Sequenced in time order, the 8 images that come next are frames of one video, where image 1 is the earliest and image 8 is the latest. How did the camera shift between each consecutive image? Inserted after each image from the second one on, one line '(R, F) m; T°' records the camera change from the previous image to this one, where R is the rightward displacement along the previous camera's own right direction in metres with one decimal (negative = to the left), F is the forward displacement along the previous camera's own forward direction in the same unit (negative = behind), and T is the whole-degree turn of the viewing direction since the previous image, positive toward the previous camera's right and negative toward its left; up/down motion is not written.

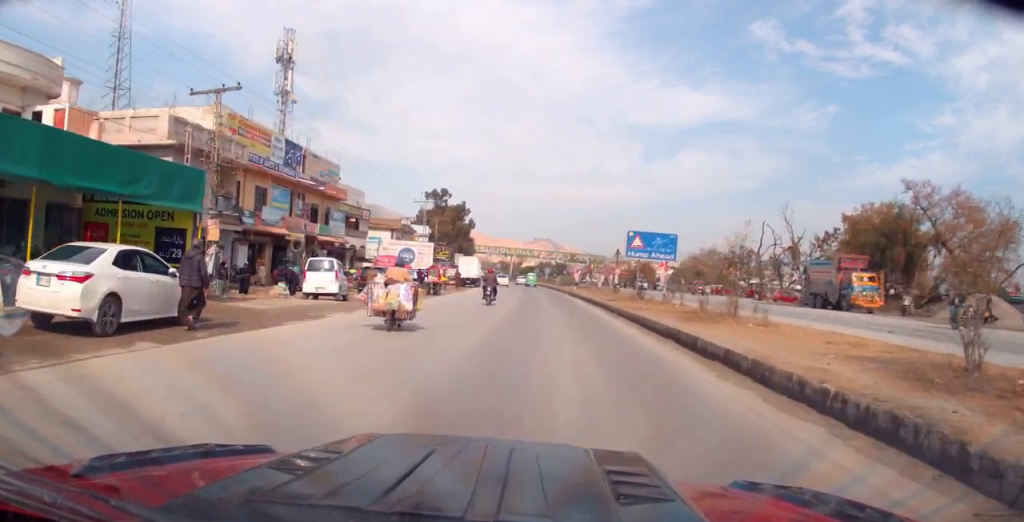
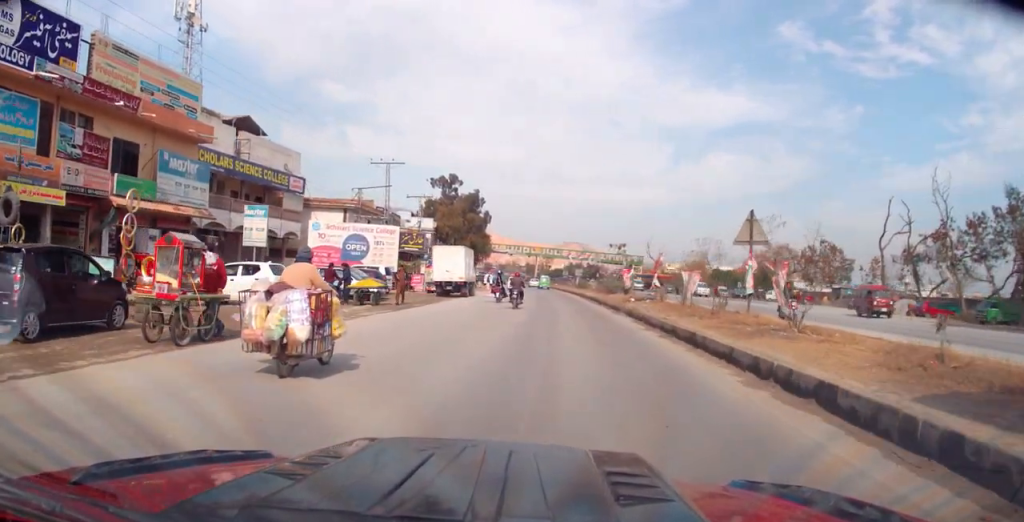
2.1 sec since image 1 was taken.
(-0.7, +24.9) m; -1°
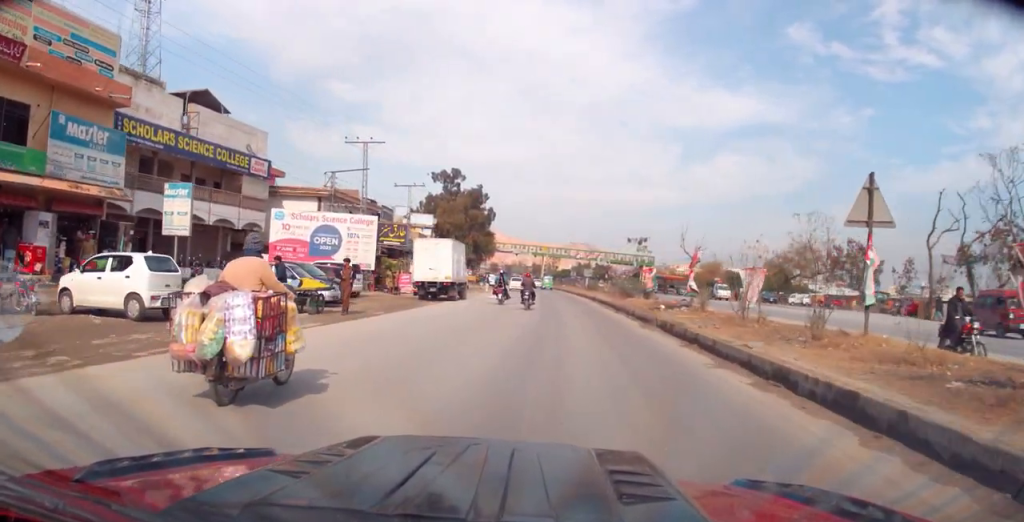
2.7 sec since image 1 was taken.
(+0.1, +7.1) m; 0°
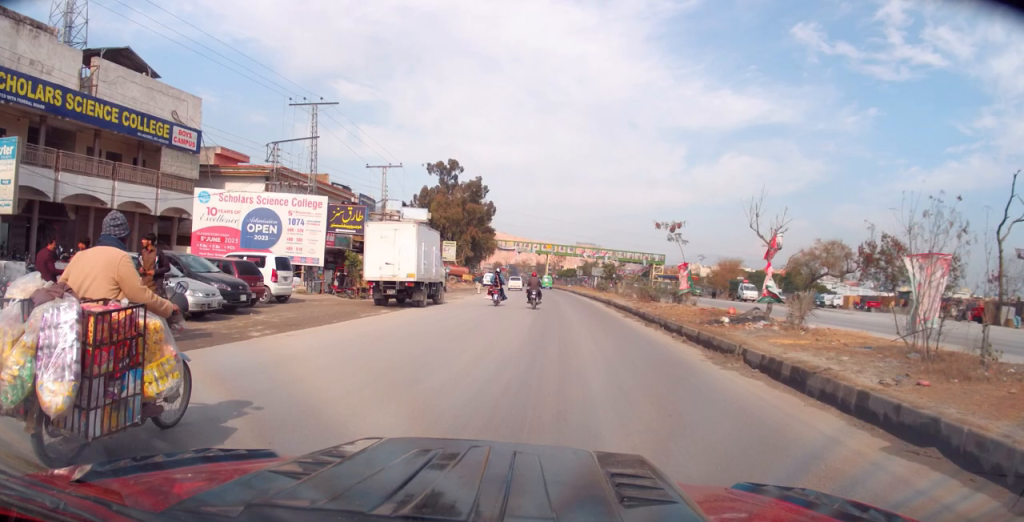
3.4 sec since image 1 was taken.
(+0.1, +8.6) m; -1°
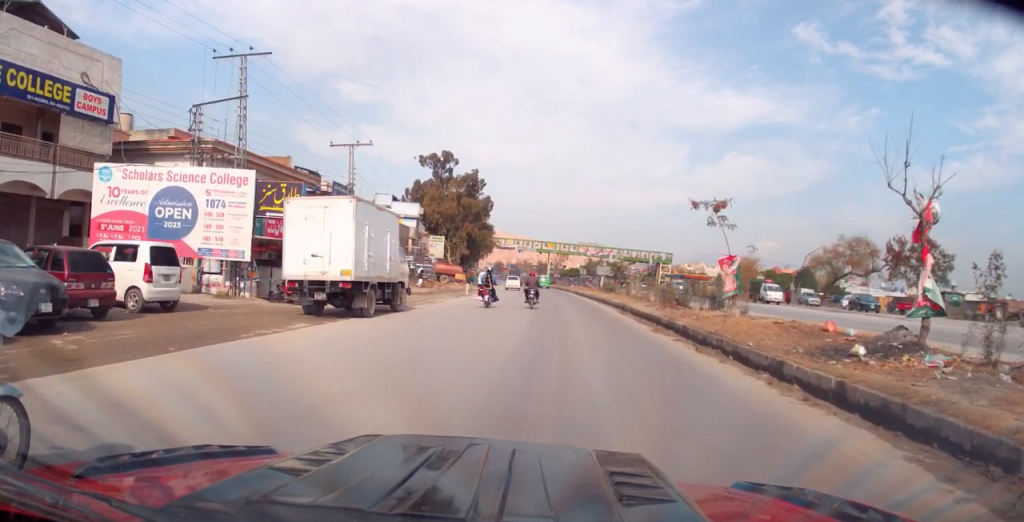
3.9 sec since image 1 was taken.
(-0.2, +7.0) m; -2°
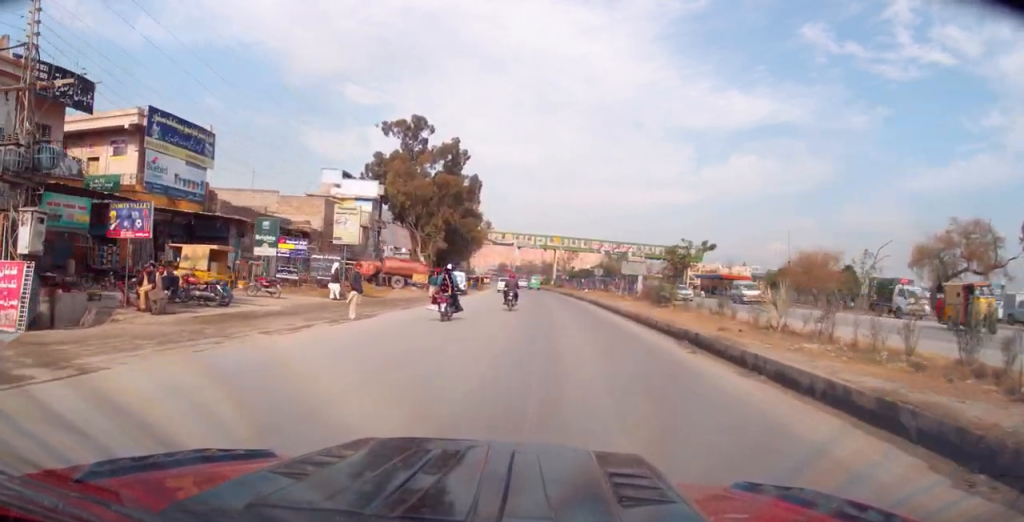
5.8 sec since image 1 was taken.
(-0.3, +23.8) m; 0°
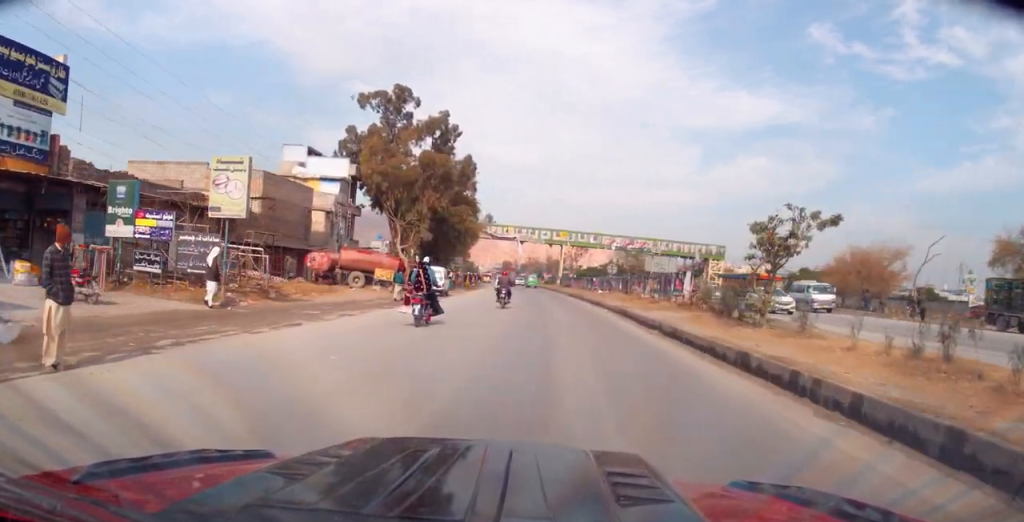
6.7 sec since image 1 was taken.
(+0.1, +11.4) m; -1°
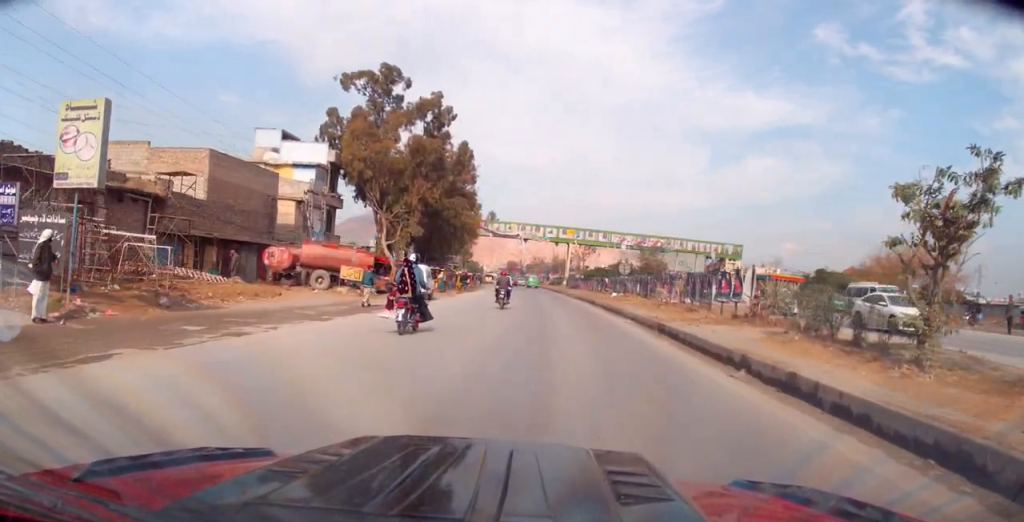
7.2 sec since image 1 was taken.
(+0.1, +6.9) m; -2°
